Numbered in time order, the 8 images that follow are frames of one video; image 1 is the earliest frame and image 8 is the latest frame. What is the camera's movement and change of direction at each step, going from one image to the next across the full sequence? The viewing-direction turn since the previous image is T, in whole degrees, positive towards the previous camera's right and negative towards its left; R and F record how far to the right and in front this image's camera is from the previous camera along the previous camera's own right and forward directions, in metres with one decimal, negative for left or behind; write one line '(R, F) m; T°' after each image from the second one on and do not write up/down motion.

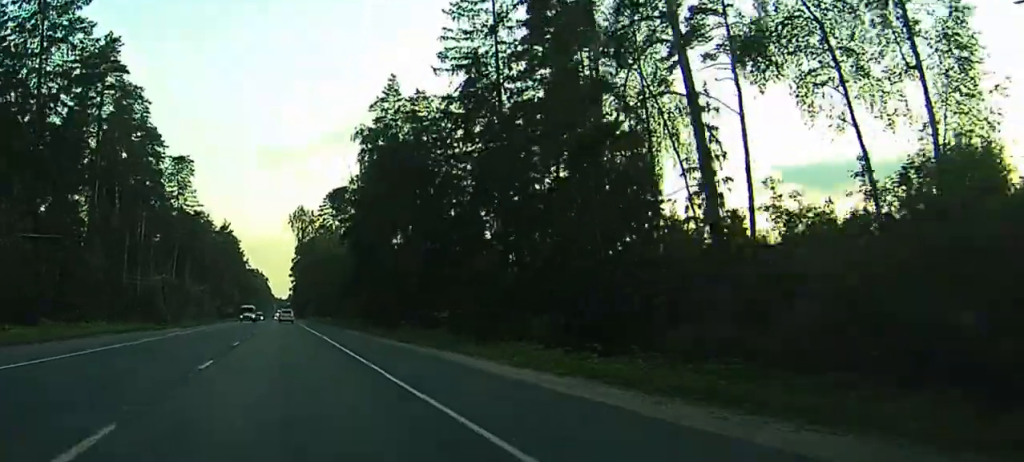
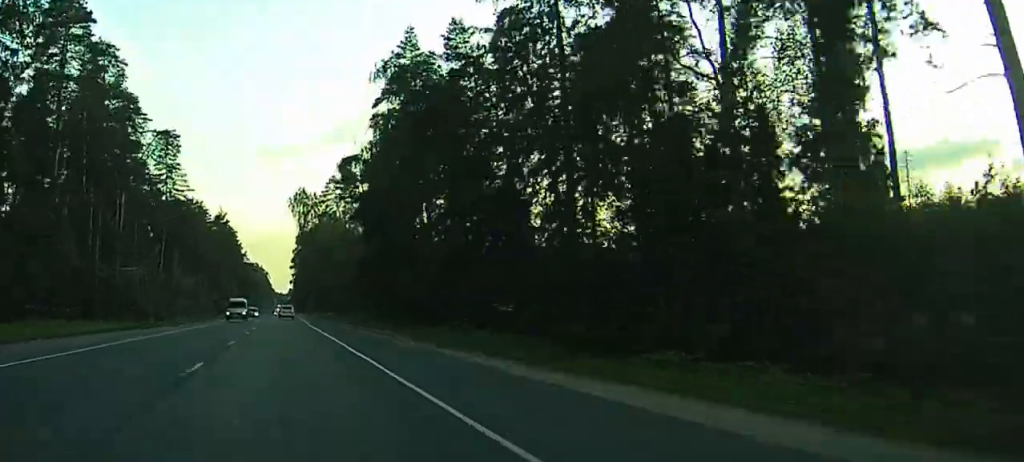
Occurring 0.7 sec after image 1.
(0.0, +15.1) m; 0°
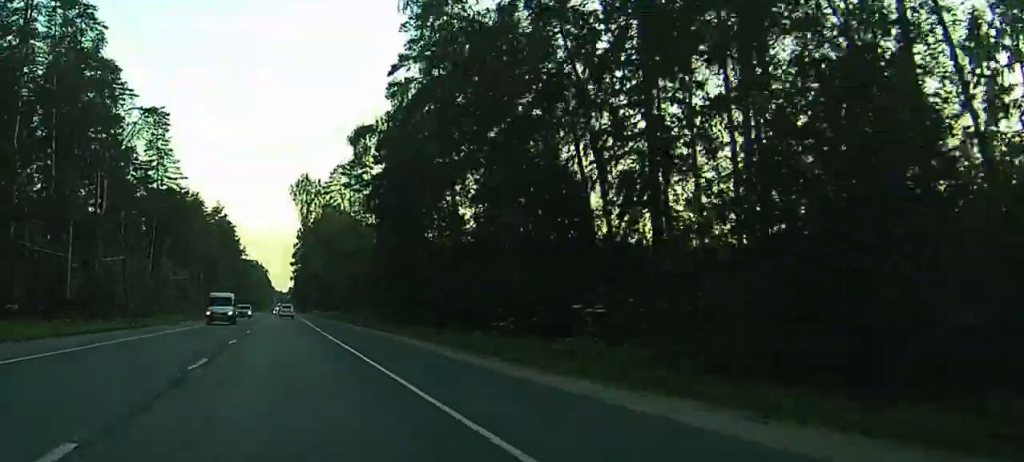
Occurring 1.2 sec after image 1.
(0.0, +11.4) m; 0°
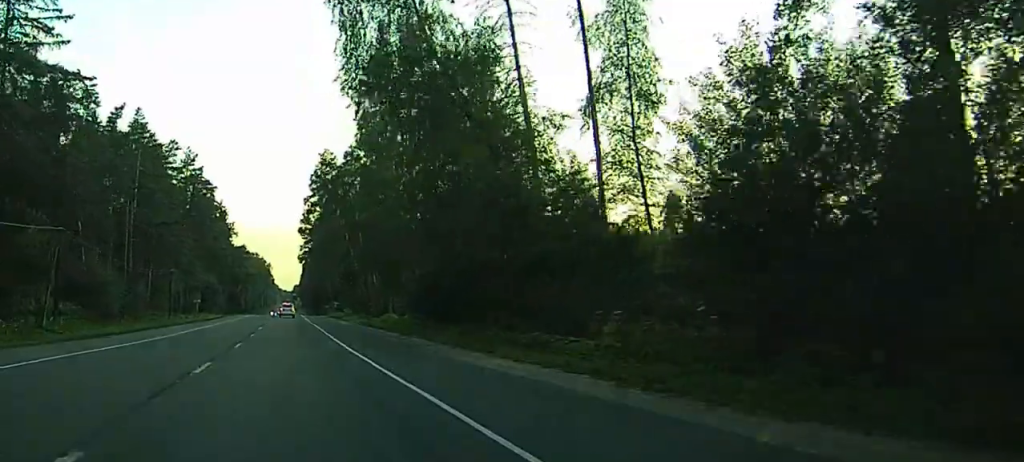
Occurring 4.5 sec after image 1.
(-0.5, +74.4) m; -3°
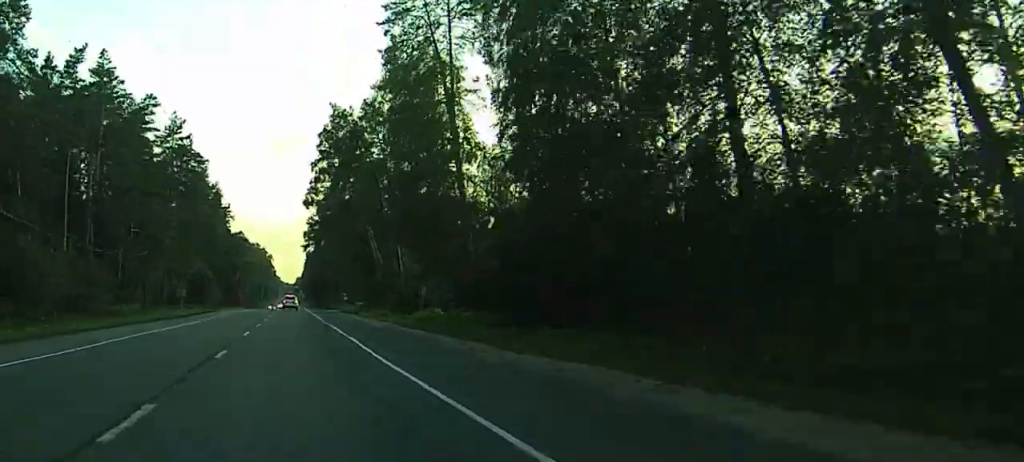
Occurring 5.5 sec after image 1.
(-0.8, +20.1) m; -1°
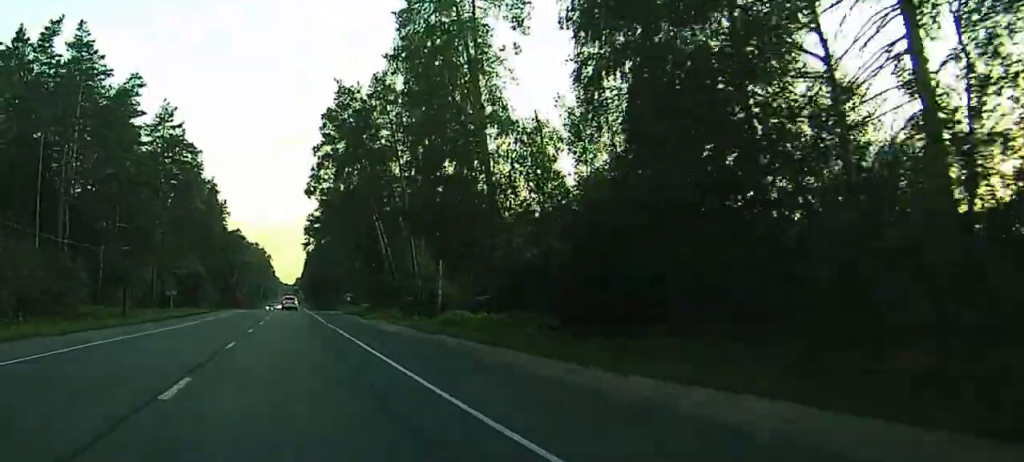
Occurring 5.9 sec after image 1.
(+0.3, +8.4) m; +1°
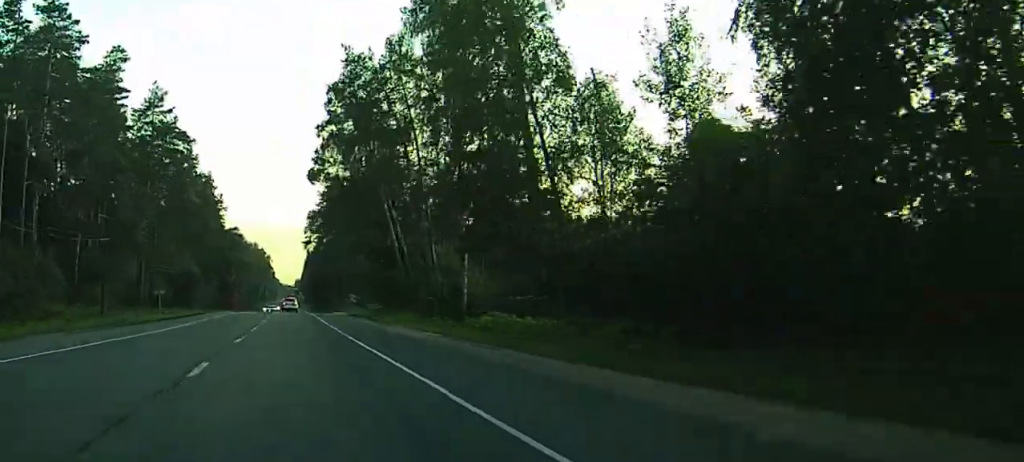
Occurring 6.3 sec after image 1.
(+0.1, +9.1) m; +1°
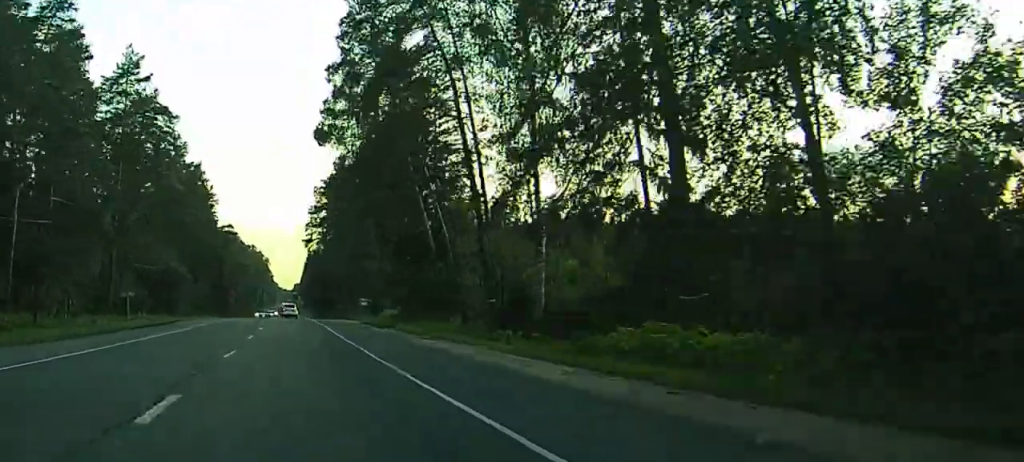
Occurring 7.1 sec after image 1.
(0.0, +16.8) m; 0°
